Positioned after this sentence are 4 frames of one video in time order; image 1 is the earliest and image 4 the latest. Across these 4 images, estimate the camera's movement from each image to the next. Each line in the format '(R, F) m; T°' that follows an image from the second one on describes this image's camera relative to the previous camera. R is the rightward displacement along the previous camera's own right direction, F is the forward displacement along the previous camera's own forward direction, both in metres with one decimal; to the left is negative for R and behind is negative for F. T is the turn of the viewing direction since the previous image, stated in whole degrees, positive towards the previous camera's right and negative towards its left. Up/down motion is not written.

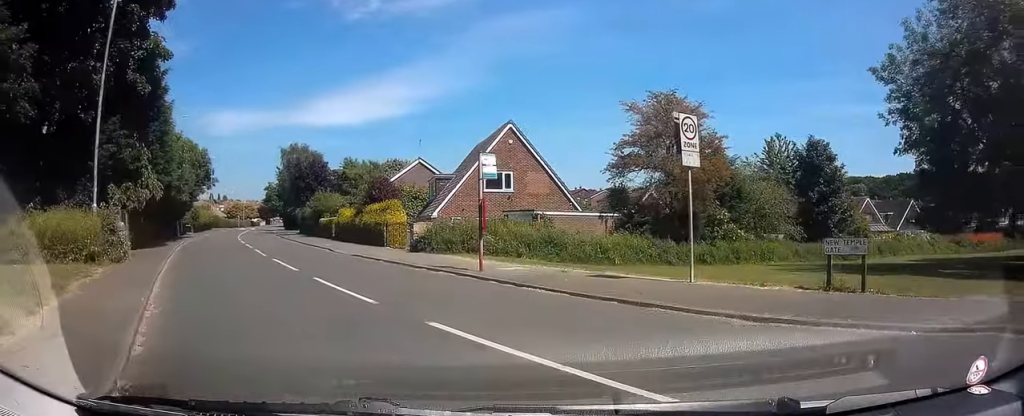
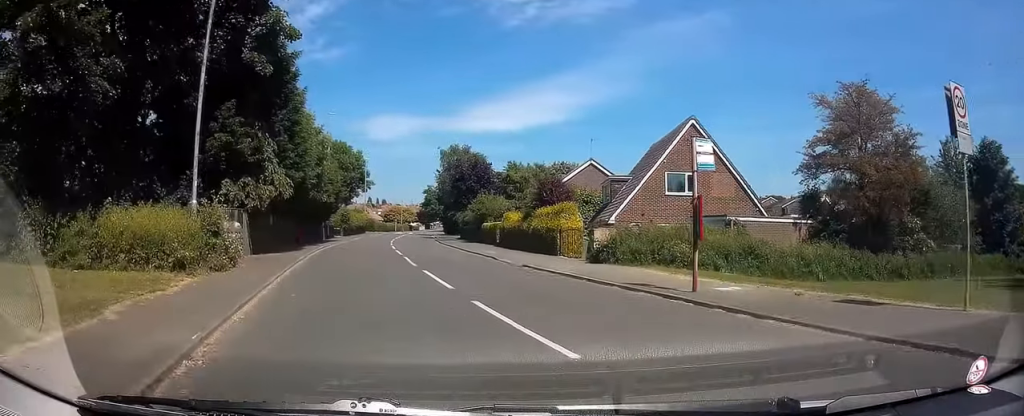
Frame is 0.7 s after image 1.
(-0.5, +3.5) m; -15°
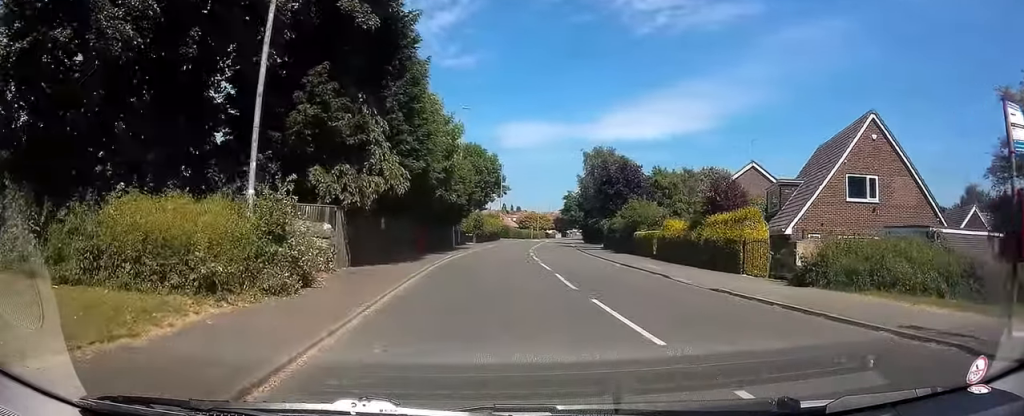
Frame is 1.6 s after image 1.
(-1.0, +4.8) m; -16°
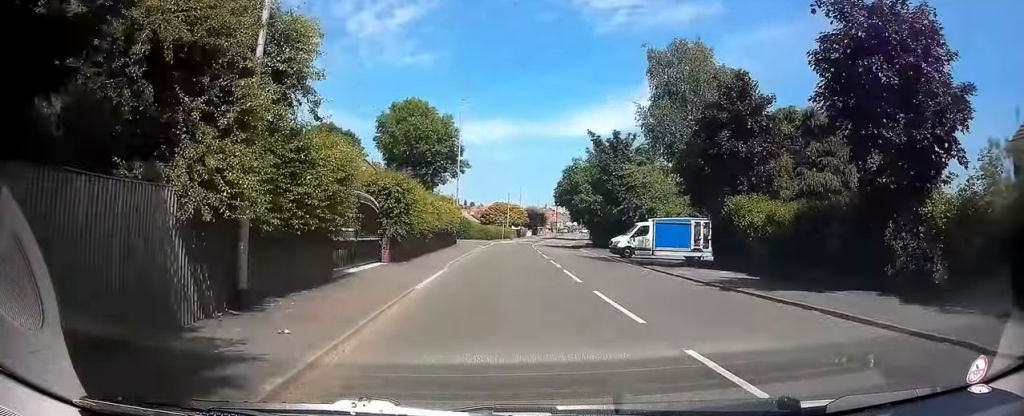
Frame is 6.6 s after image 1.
(-9.4, +30.3) m; -21°
